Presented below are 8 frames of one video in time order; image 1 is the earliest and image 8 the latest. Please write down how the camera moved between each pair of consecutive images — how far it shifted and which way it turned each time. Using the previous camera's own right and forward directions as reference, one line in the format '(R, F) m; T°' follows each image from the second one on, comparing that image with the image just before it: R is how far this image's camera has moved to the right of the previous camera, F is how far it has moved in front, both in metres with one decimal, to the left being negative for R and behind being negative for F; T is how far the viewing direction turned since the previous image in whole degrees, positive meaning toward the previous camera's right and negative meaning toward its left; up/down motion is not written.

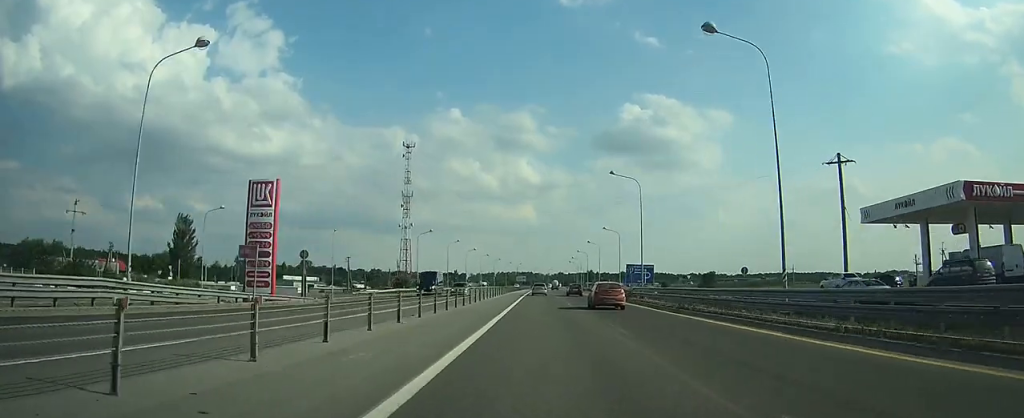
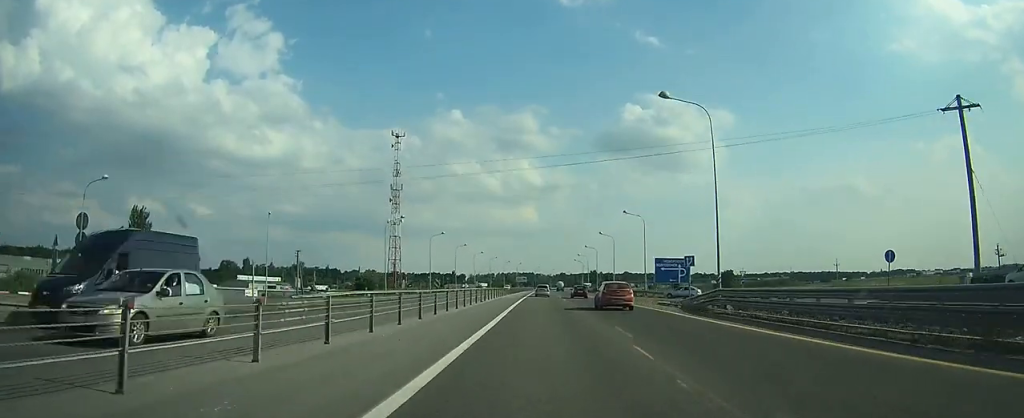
(0.0, +24.9) m; 0°
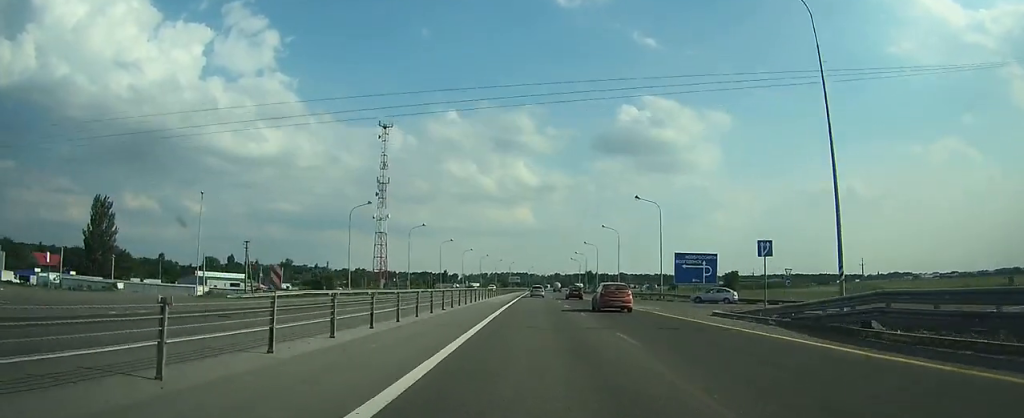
(0.0, +14.6) m; 0°
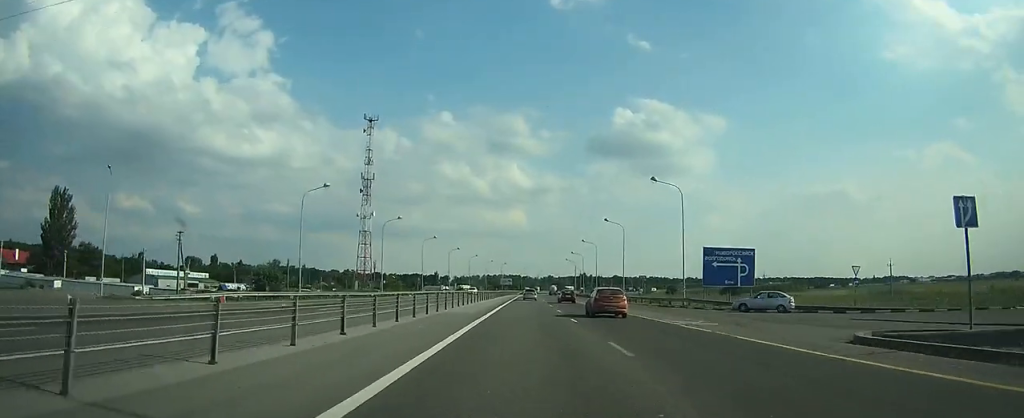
(0.0, +13.5) m; 0°
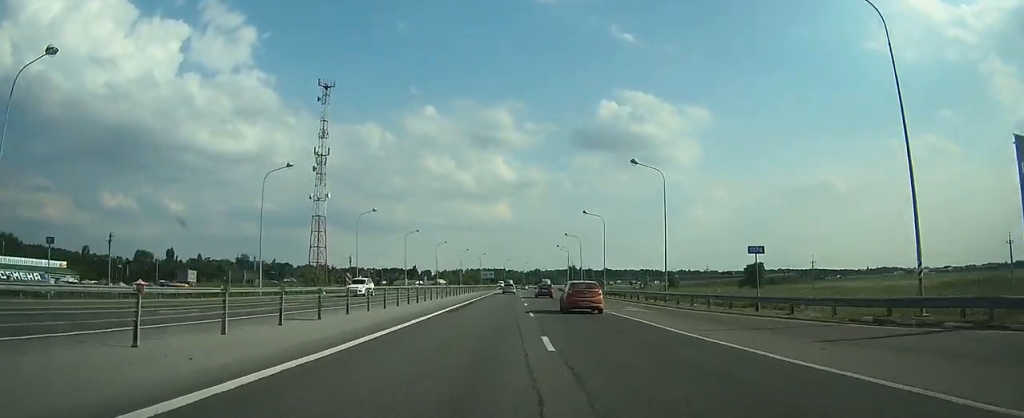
(-0.1, +36.4) m; 0°
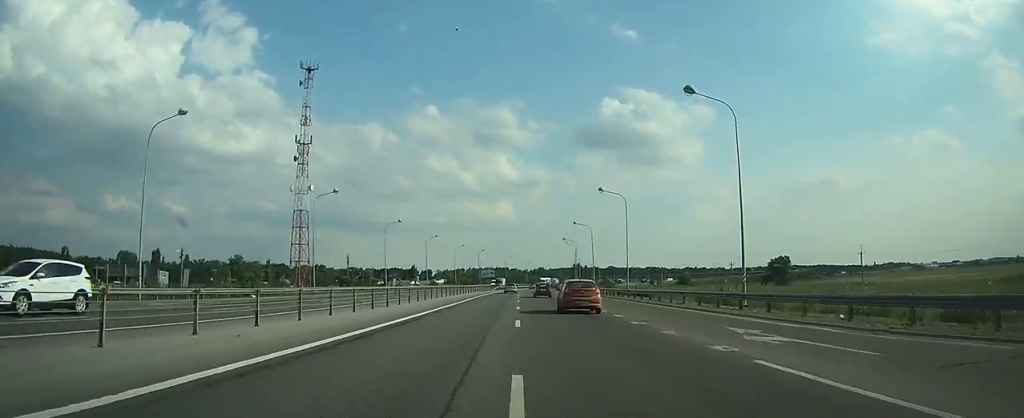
(0.0, +18.2) m; +1°
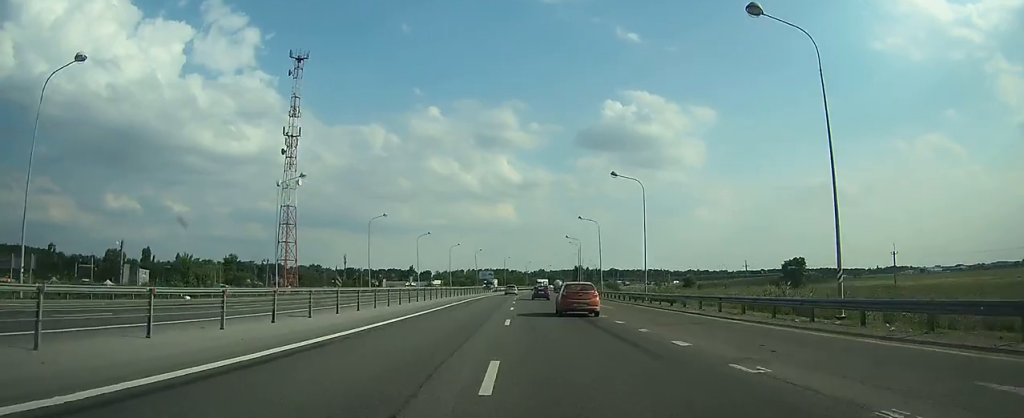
(0.0, +10.3) m; 0°
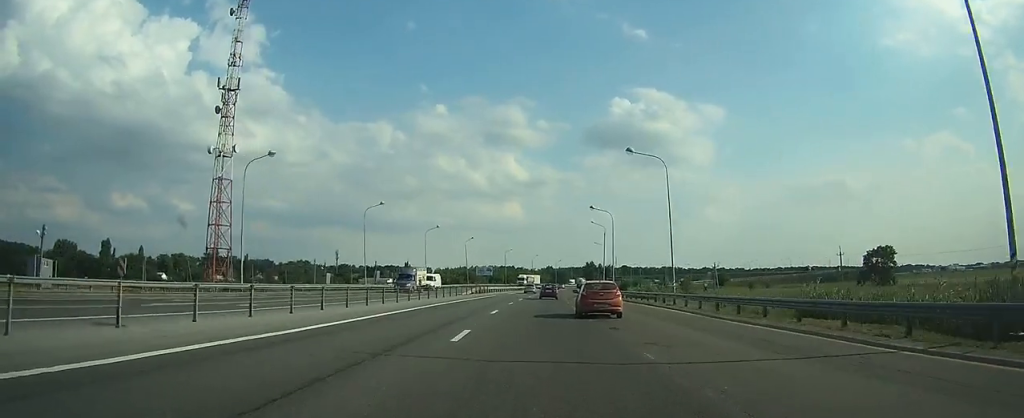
(+0.8, +42.2) m; +2°
